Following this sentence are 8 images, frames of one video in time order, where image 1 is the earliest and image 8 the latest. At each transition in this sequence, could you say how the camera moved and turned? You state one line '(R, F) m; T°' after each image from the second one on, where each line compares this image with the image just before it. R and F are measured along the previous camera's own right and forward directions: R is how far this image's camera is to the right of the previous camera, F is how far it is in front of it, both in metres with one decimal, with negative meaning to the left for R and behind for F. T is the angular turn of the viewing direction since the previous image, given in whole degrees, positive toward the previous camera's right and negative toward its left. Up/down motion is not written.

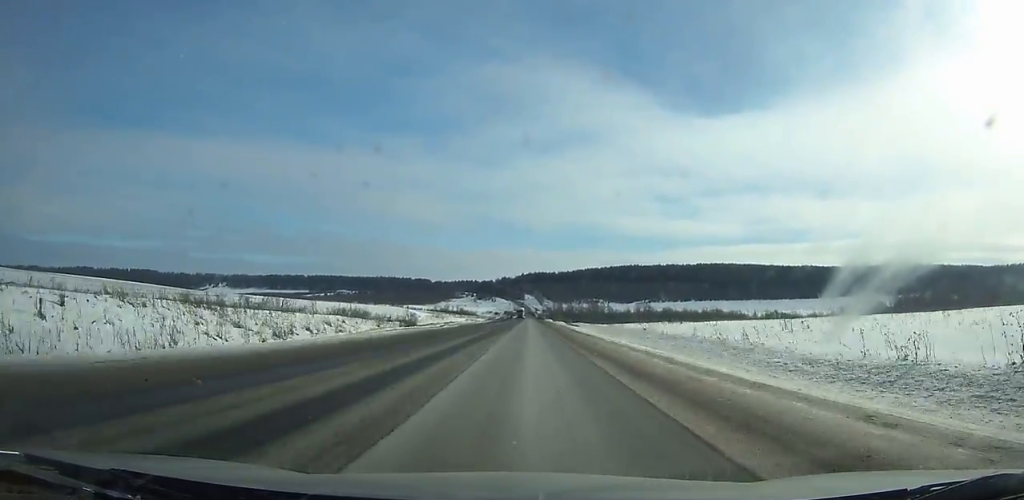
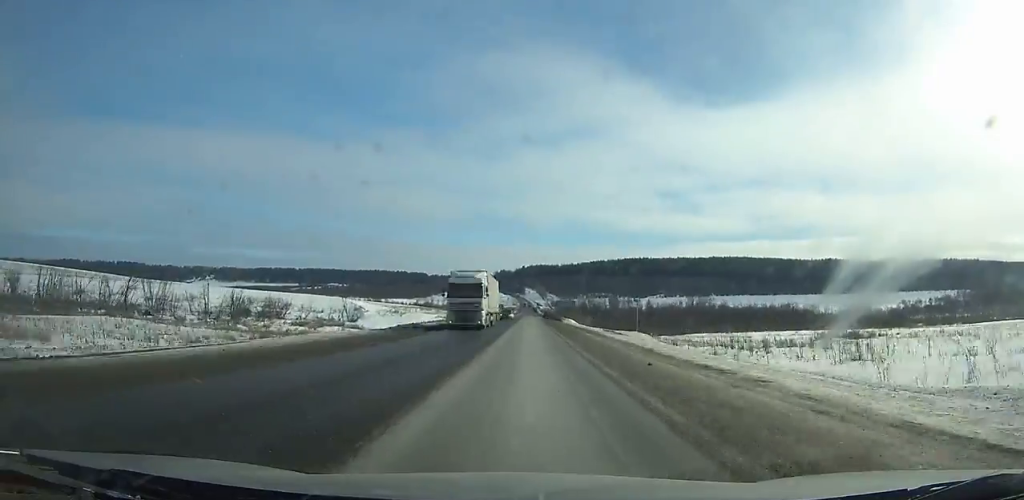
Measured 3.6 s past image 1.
(+0.1, +90.1) m; 0°
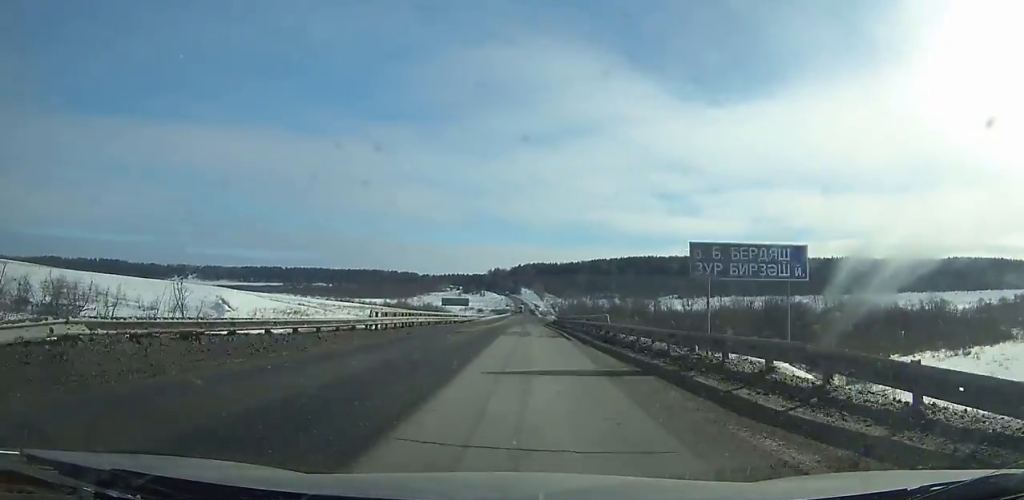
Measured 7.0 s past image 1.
(0.0, +85.2) m; 0°
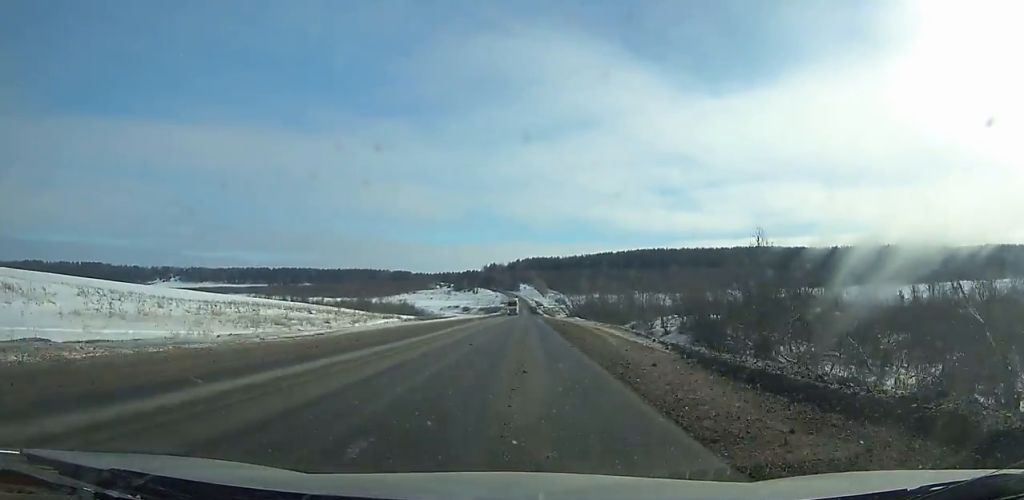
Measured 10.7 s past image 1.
(+0.1, +92.7) m; 0°
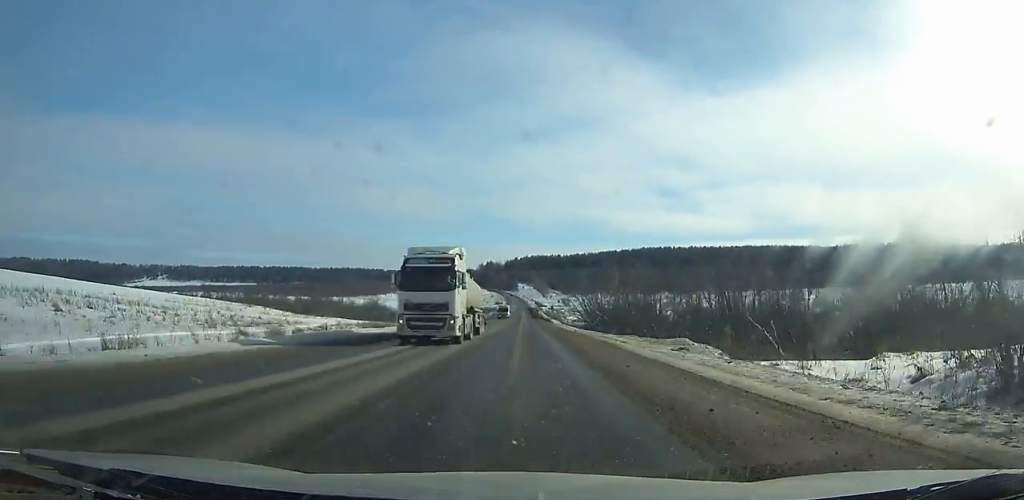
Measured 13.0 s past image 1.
(0.0, +57.9) m; 0°
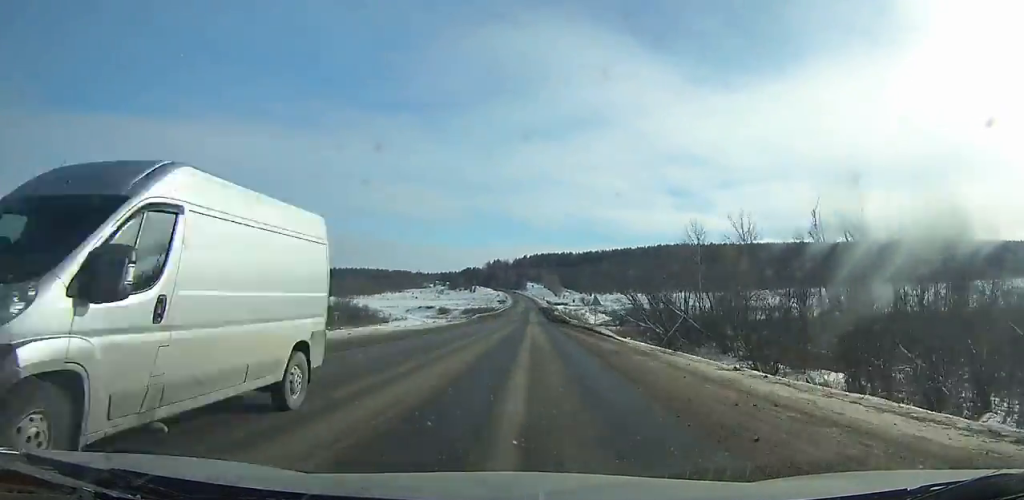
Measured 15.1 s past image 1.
(-0.3, +53.1) m; 0°
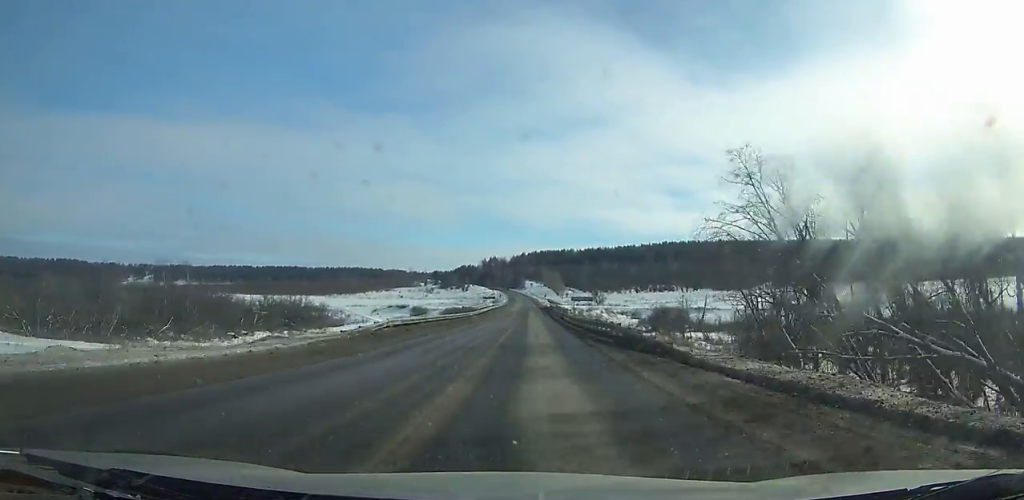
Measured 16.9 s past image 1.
(-0.1, +45.8) m; 0°
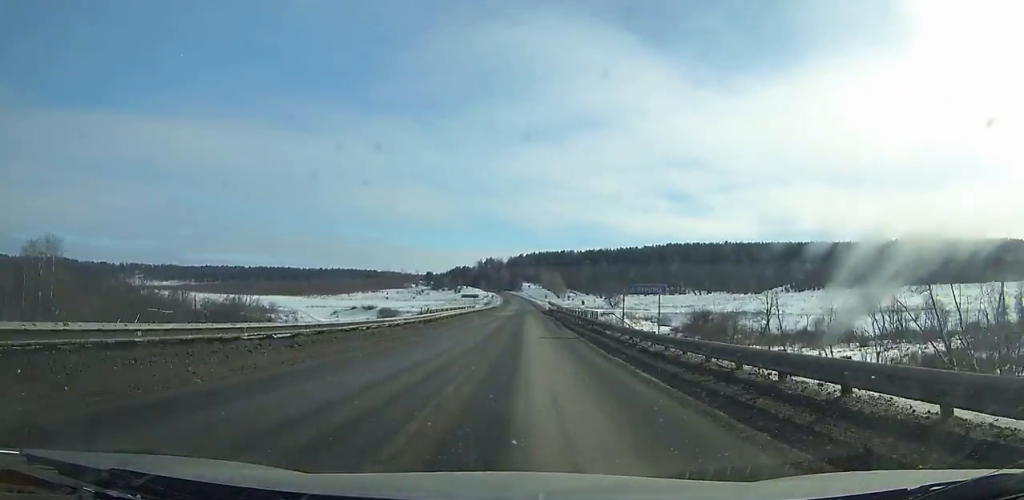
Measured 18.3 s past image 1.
(0.0, +35.7) m; 0°
